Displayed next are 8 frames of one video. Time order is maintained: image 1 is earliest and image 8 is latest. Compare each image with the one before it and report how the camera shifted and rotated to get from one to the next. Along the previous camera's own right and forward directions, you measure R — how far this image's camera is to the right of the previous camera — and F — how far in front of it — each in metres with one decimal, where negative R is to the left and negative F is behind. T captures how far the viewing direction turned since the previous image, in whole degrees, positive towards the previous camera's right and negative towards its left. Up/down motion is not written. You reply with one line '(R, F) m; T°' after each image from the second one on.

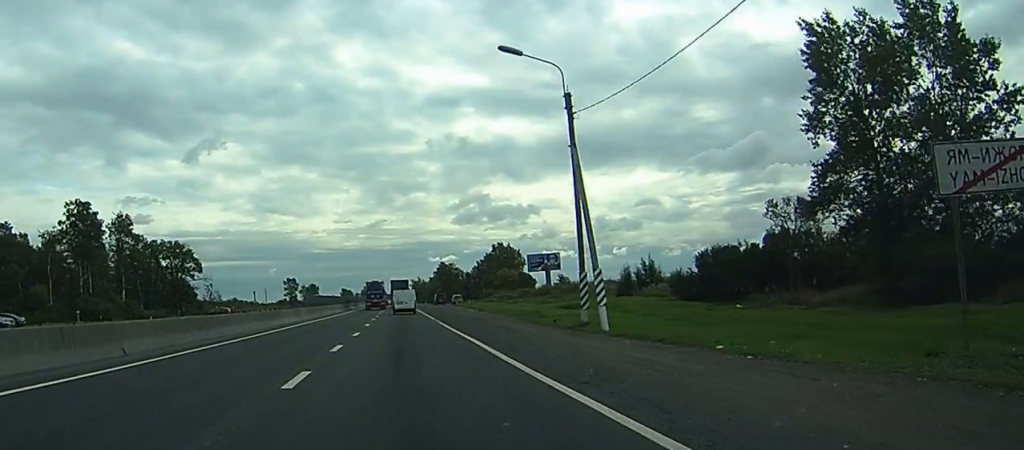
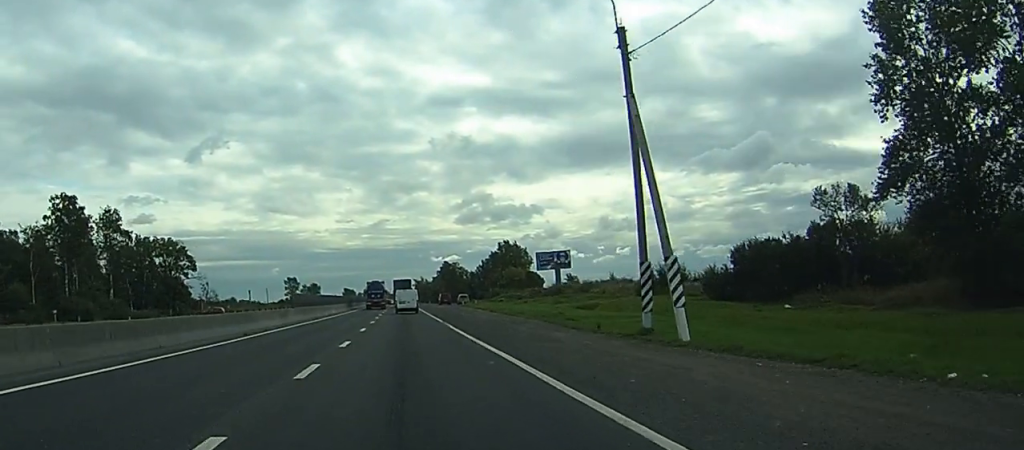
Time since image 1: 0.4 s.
(+0.2, +8.1) m; +1°
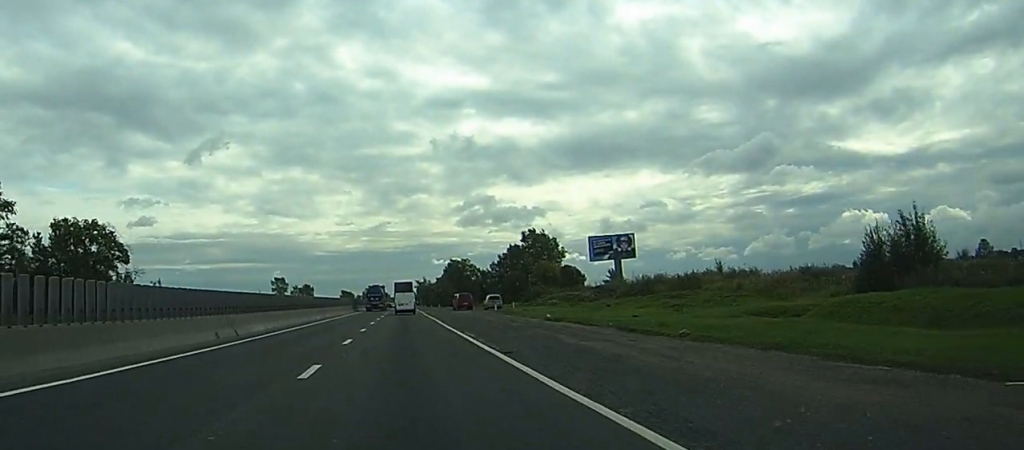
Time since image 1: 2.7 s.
(-0.1, +45.3) m; -1°
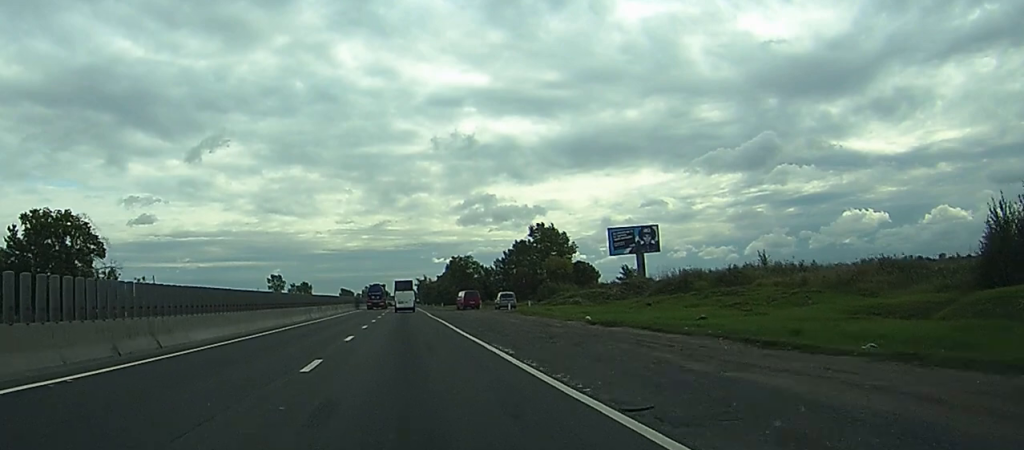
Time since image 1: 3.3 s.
(0.0, +11.0) m; 0°
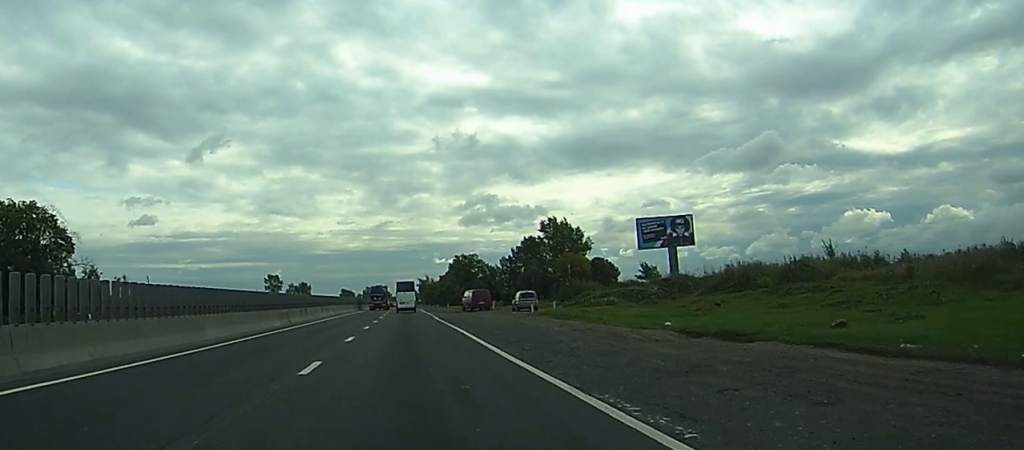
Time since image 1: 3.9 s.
(0.0, +12.4) m; 0°
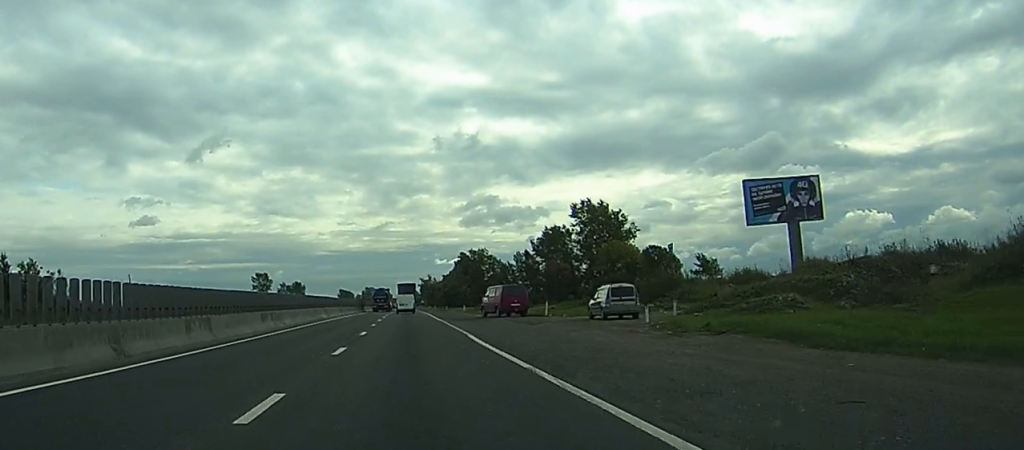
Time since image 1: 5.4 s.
(+0.1, +30.0) m; +1°
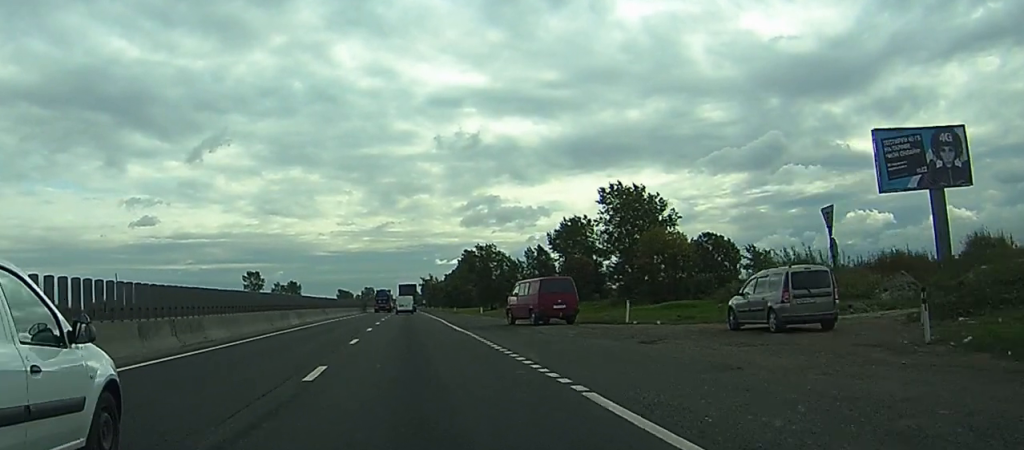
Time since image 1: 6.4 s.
(+0.1, +19.0) m; 0°
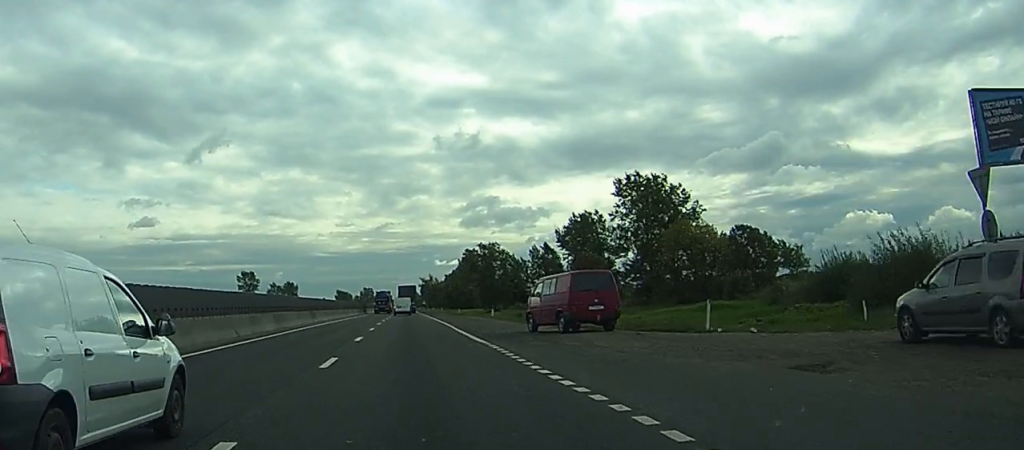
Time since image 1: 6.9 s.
(0.0, +9.2) m; 0°
